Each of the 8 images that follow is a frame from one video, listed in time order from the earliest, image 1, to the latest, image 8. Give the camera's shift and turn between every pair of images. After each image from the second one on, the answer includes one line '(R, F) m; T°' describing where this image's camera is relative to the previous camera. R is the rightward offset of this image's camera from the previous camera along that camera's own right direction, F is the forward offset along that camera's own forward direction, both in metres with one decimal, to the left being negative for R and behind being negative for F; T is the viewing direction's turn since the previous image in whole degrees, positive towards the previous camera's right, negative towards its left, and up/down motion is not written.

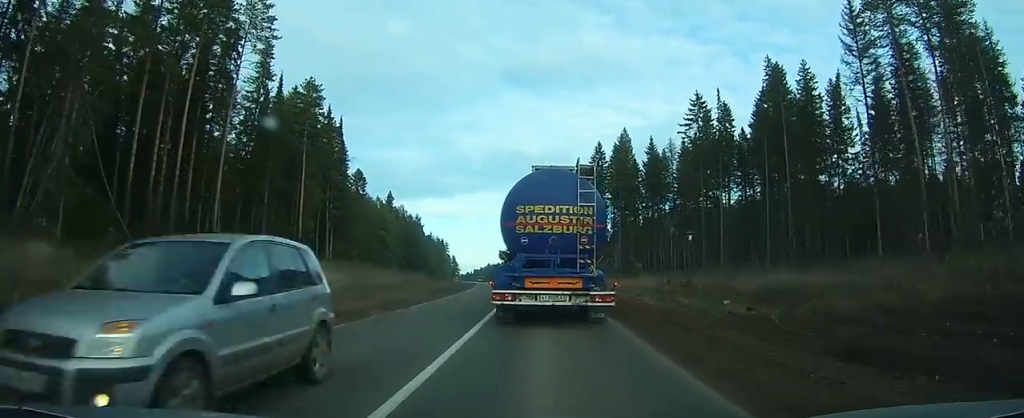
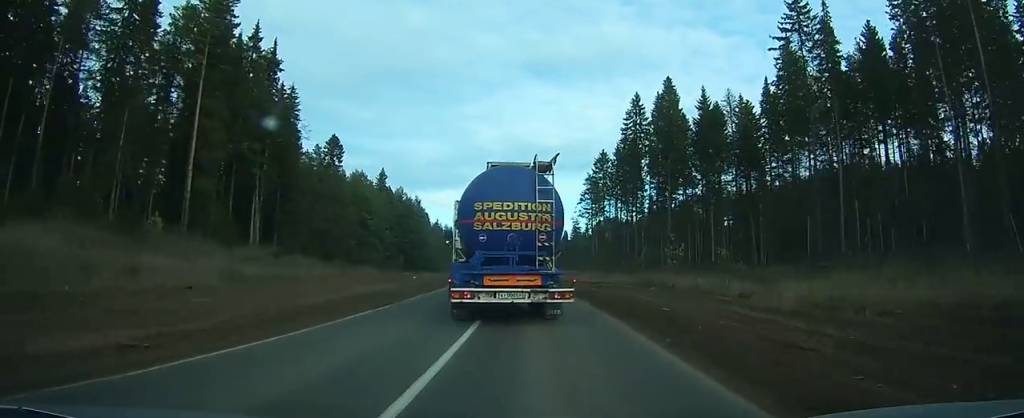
(-0.5, +30.9) m; -3°
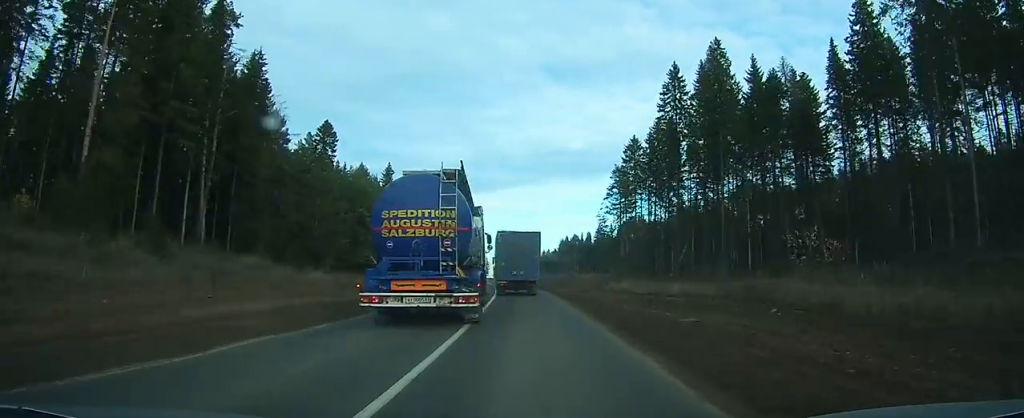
(-0.3, +16.4) m; -2°
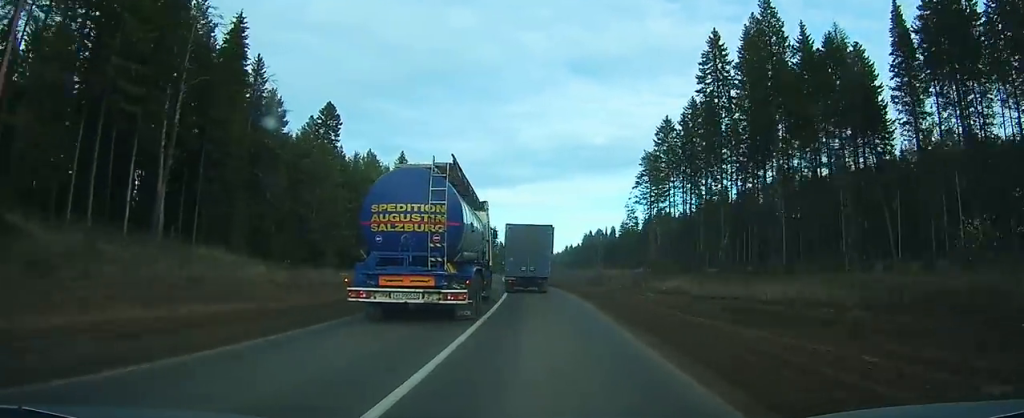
(0.0, +9.5) m; -2°
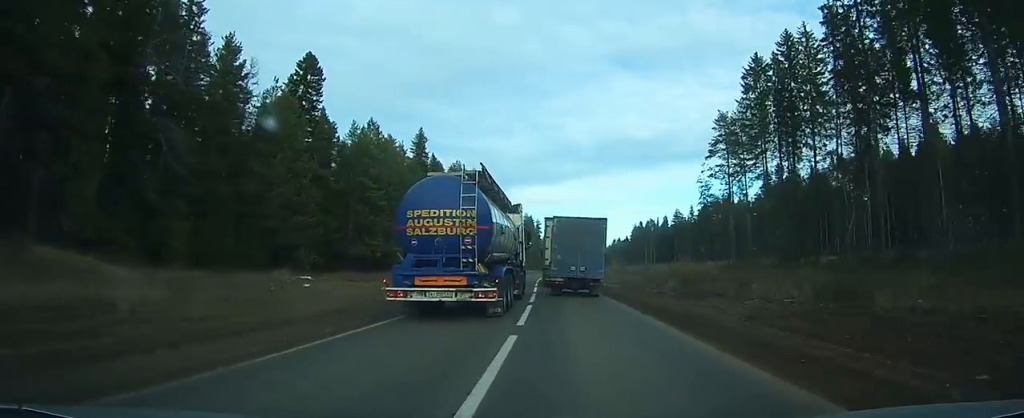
(-1.2, +25.8) m; -4°
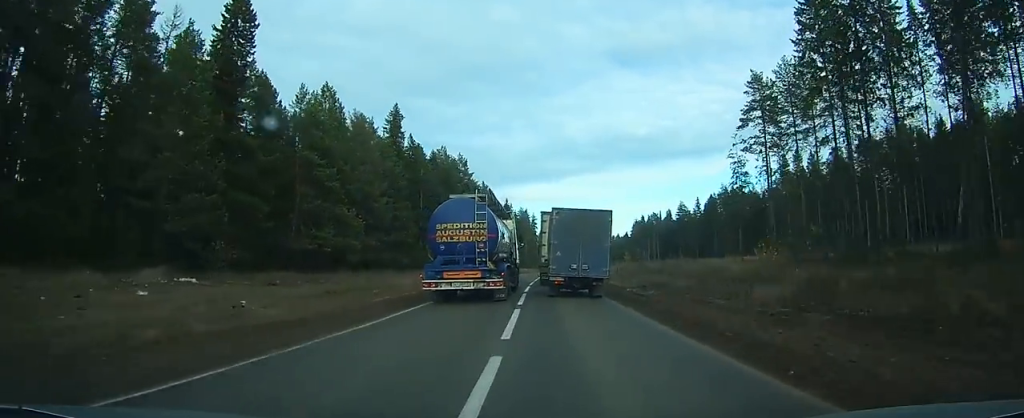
(-0.5, +20.3) m; -1°
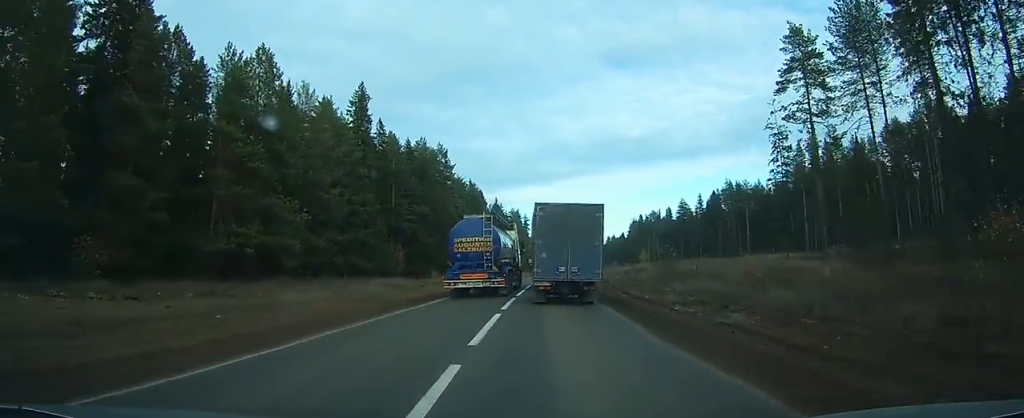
(0.0, +18.4) m; 0°
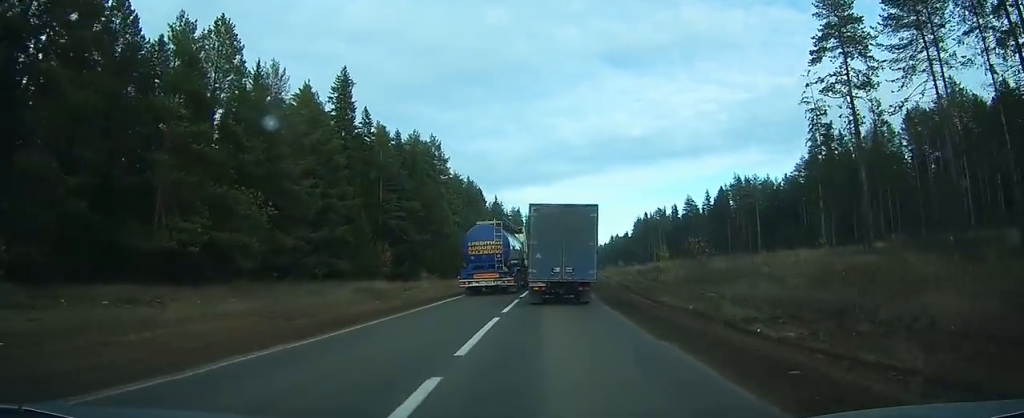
(0.0, +9.6) m; 0°
